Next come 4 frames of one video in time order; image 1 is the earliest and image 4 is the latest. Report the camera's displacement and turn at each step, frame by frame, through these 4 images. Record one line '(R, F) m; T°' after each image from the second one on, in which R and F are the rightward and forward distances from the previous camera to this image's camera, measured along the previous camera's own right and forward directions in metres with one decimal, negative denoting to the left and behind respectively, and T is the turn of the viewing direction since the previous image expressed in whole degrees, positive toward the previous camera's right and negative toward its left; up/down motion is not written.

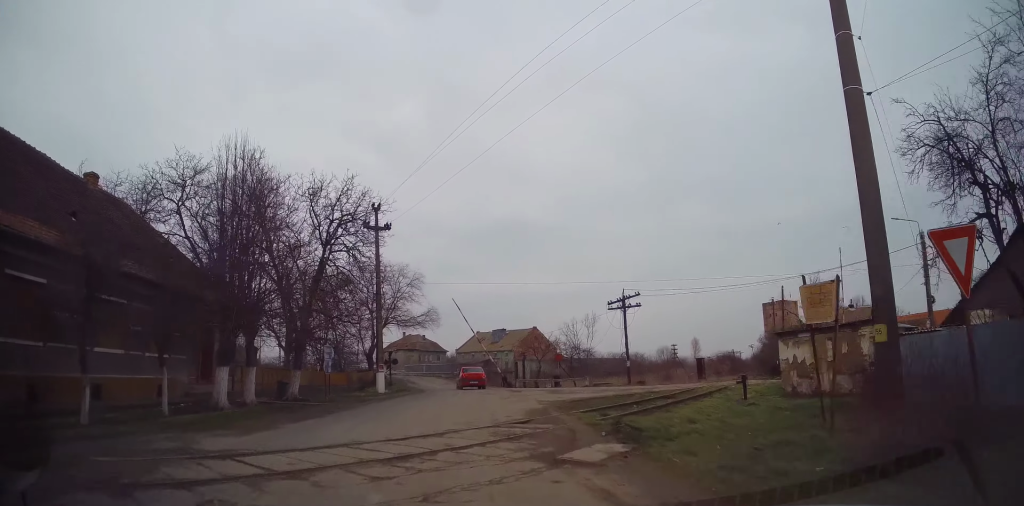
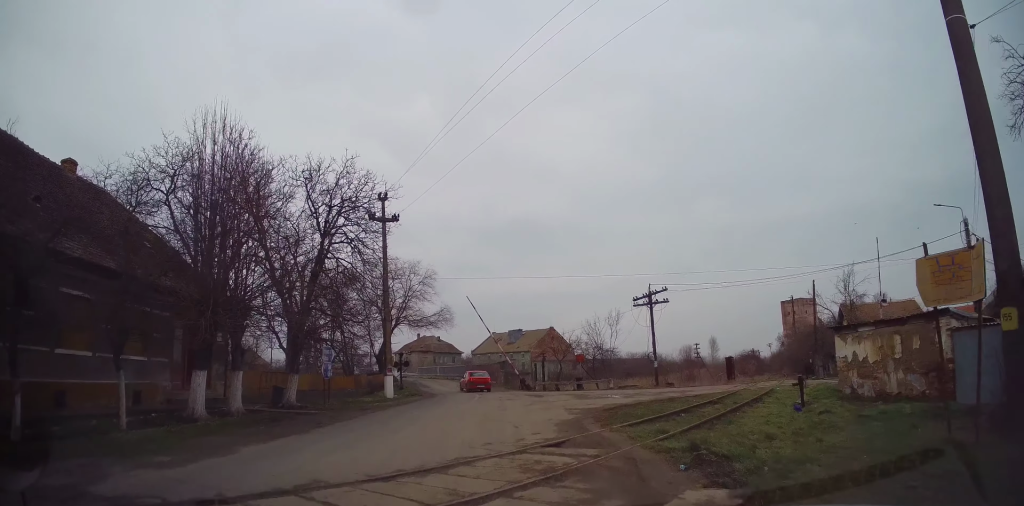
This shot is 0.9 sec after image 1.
(-0.1, +3.3) m; 0°
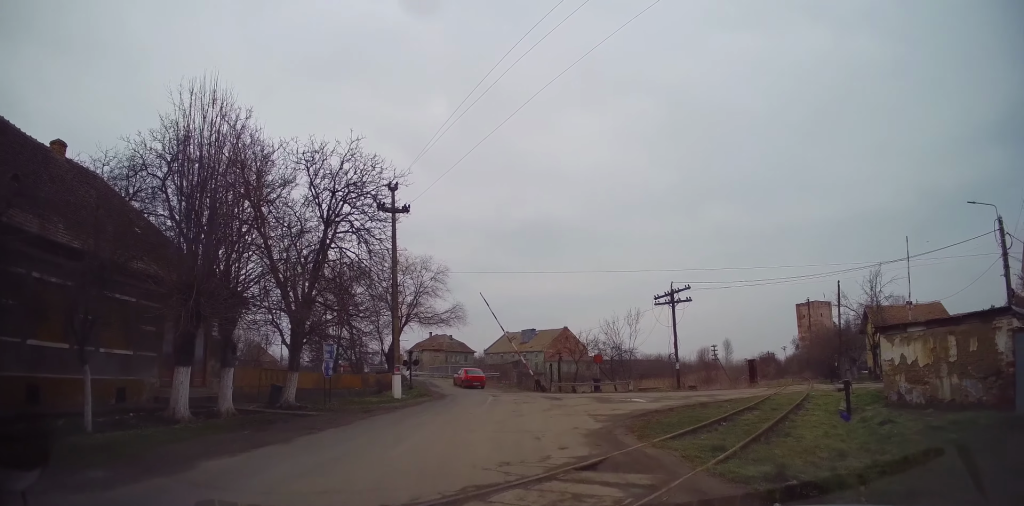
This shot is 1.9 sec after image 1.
(+0.1, +2.6) m; -2°
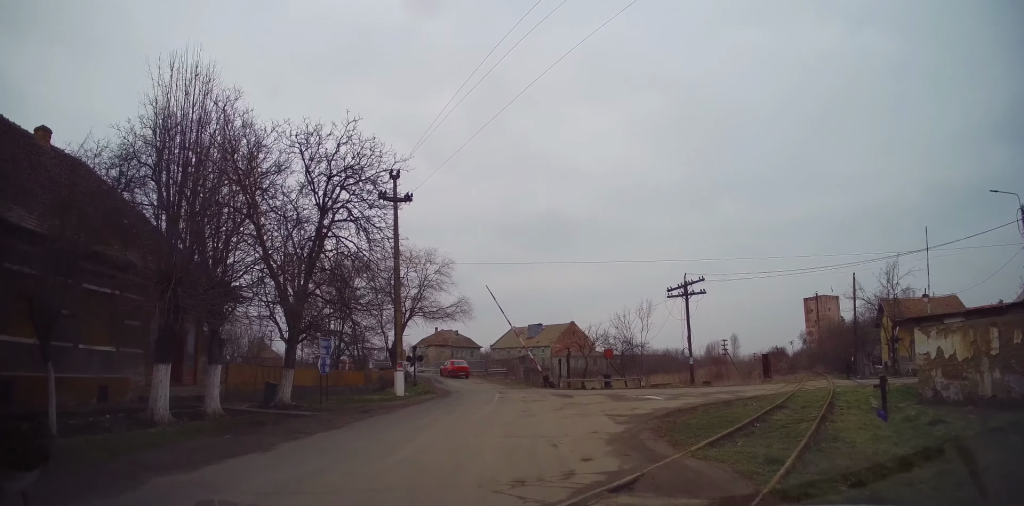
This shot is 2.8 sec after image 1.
(-0.2, +1.8) m; -5°
